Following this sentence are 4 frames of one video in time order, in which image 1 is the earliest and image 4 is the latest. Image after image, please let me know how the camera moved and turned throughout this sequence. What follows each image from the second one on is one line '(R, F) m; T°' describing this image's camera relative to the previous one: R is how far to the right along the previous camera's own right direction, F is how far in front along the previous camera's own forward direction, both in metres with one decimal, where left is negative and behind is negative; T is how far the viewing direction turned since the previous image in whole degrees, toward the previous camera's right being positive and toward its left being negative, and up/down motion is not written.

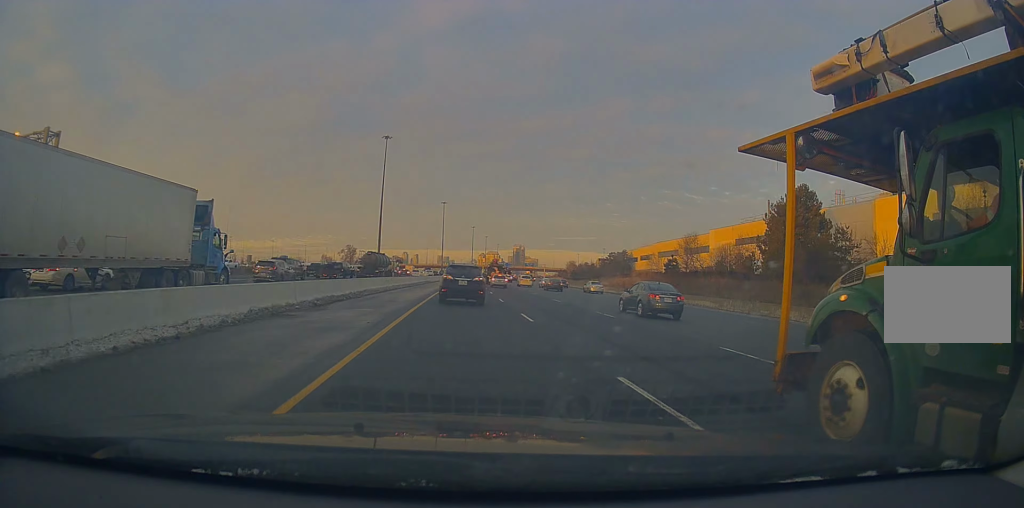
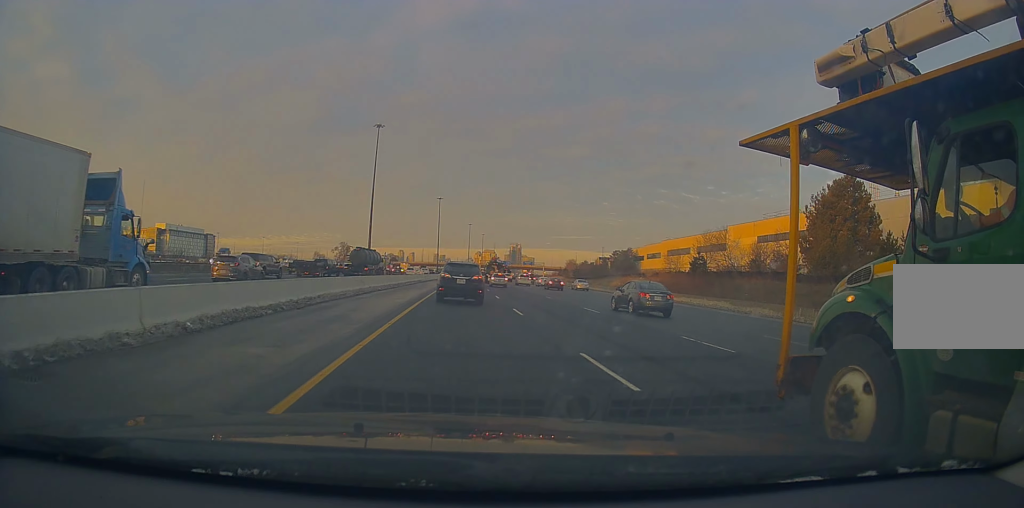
(-0.2, +9.7) m; +1°
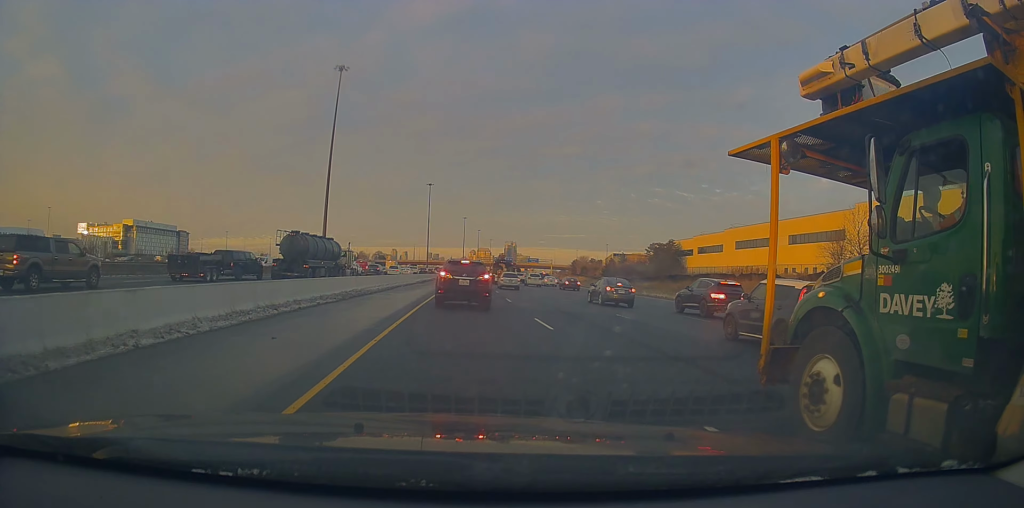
(+0.8, +41.9) m; 0°
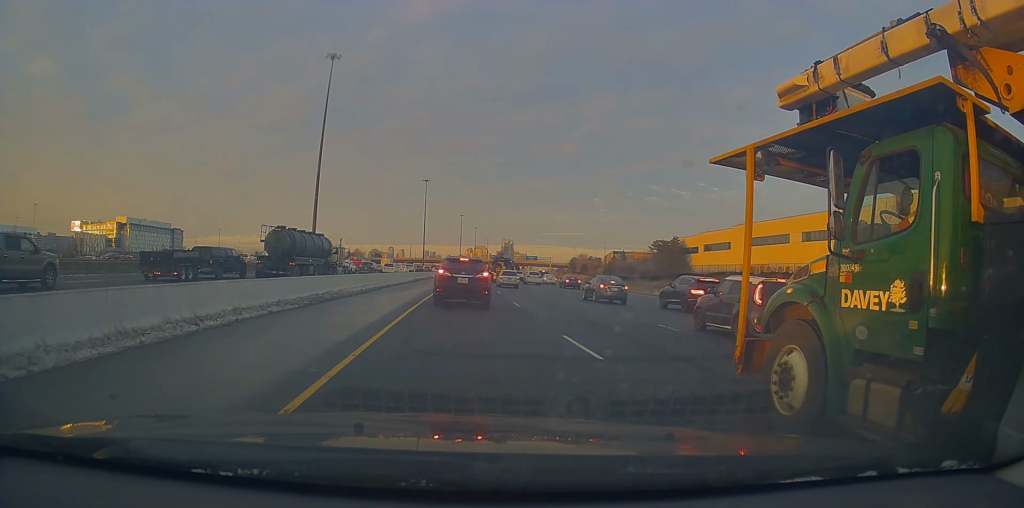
(-0.2, +5.3) m; 0°
